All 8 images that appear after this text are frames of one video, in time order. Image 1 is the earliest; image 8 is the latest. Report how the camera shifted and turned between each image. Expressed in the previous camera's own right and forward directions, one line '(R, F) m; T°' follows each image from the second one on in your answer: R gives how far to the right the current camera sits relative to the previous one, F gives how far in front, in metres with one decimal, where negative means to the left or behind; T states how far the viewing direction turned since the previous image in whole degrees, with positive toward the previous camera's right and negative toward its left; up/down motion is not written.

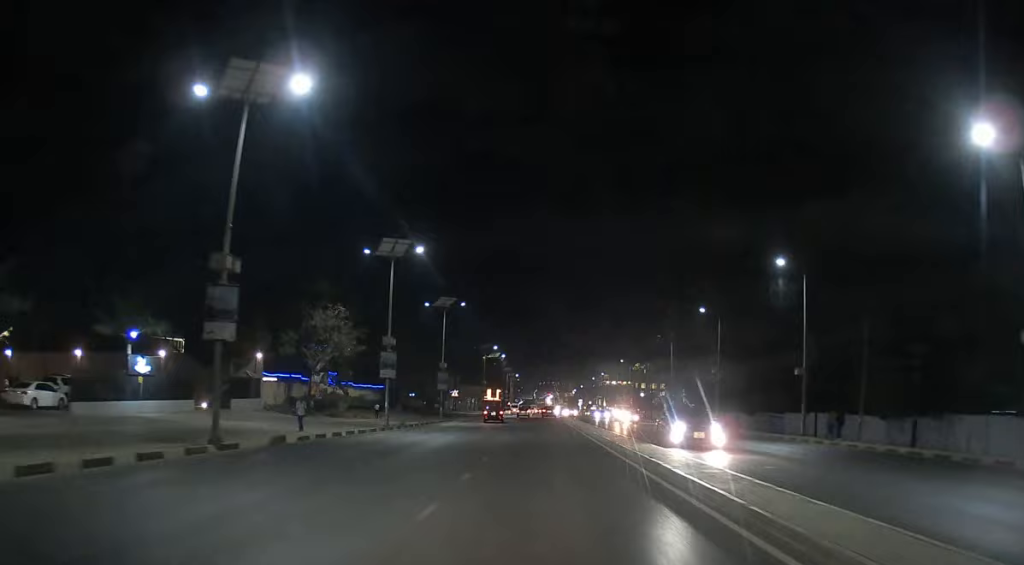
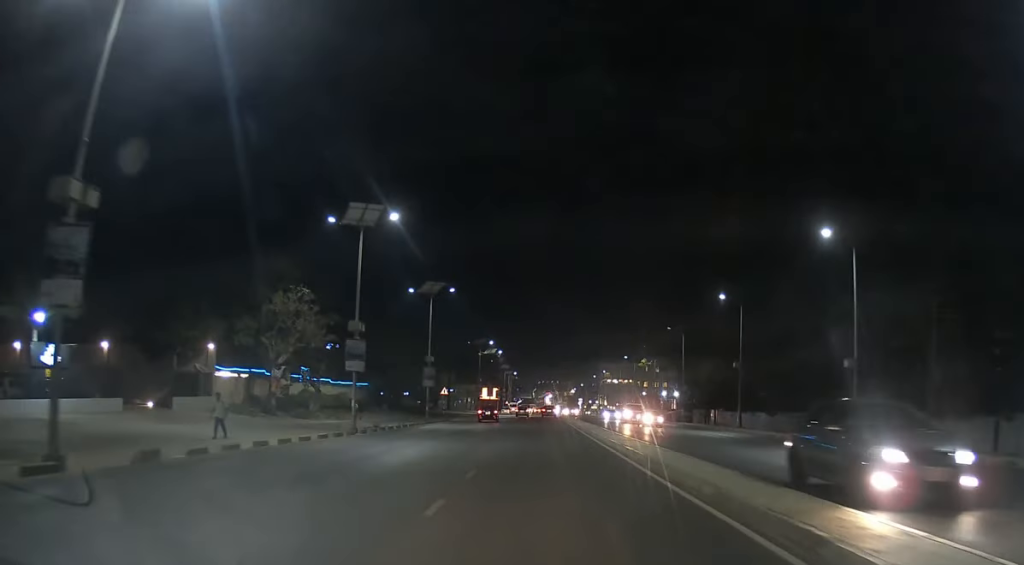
(+0.1, +8.4) m; 0°
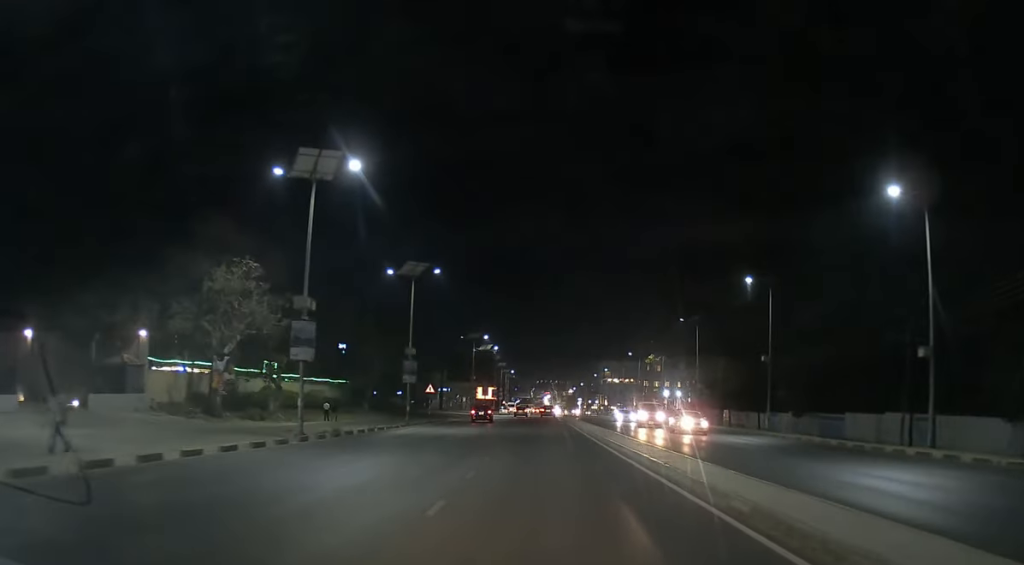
(0.0, +8.7) m; 0°
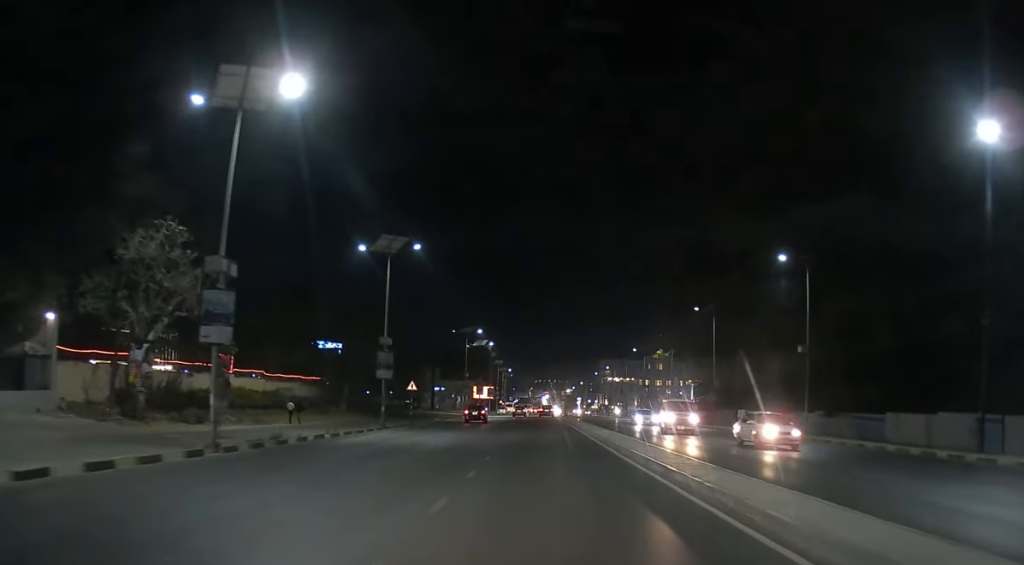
(0.0, +8.5) m; 0°
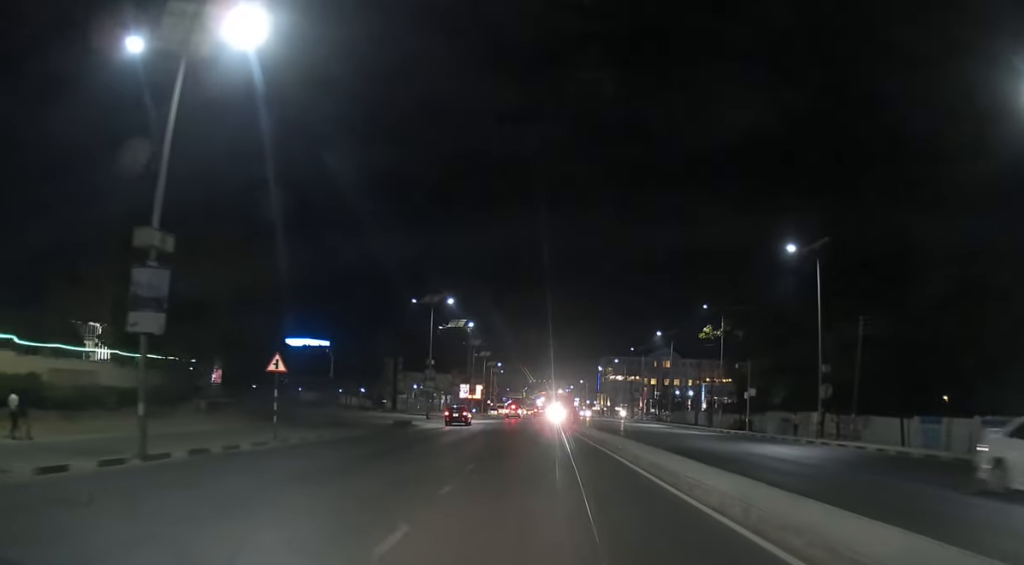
(+0.1, +29.0) m; 0°
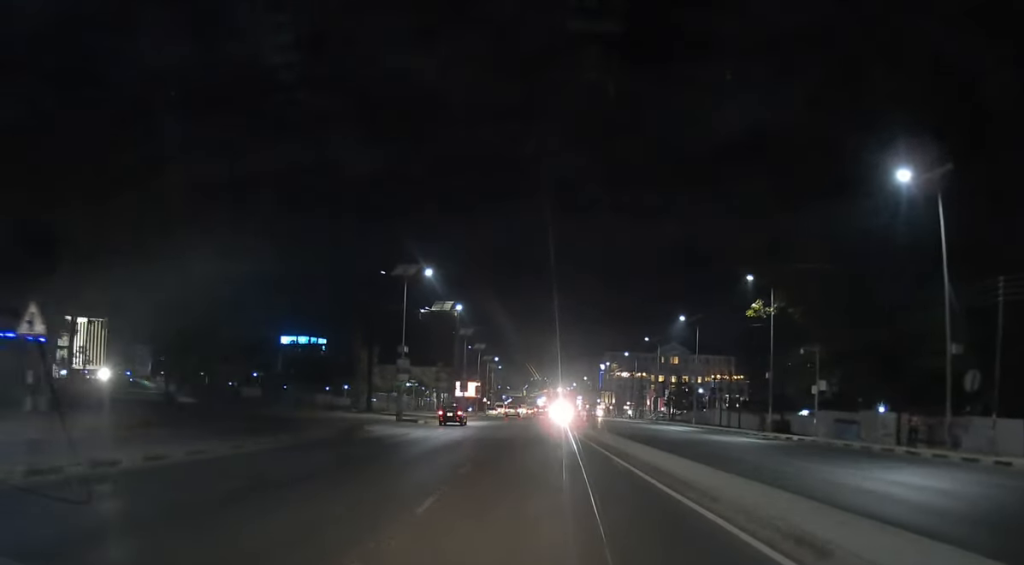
(-0.1, +15.0) m; 0°
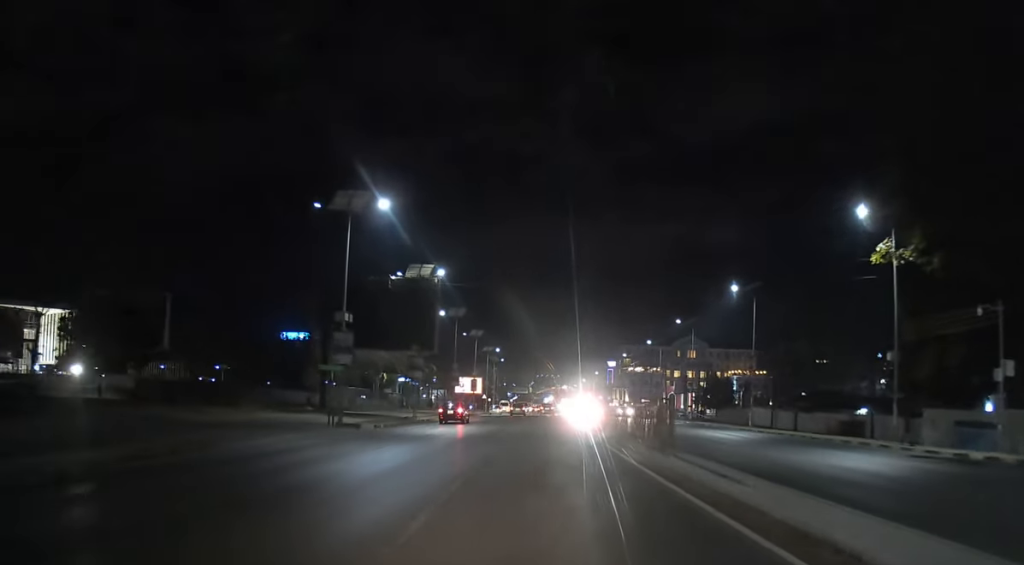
(0.0, +19.2) m; 0°
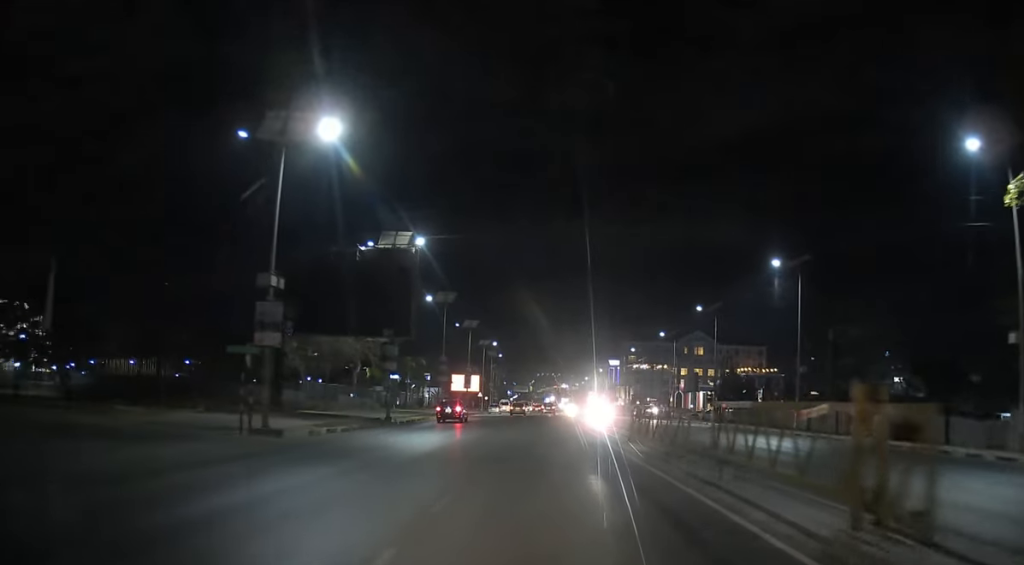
(0.0, +10.7) m; 0°
